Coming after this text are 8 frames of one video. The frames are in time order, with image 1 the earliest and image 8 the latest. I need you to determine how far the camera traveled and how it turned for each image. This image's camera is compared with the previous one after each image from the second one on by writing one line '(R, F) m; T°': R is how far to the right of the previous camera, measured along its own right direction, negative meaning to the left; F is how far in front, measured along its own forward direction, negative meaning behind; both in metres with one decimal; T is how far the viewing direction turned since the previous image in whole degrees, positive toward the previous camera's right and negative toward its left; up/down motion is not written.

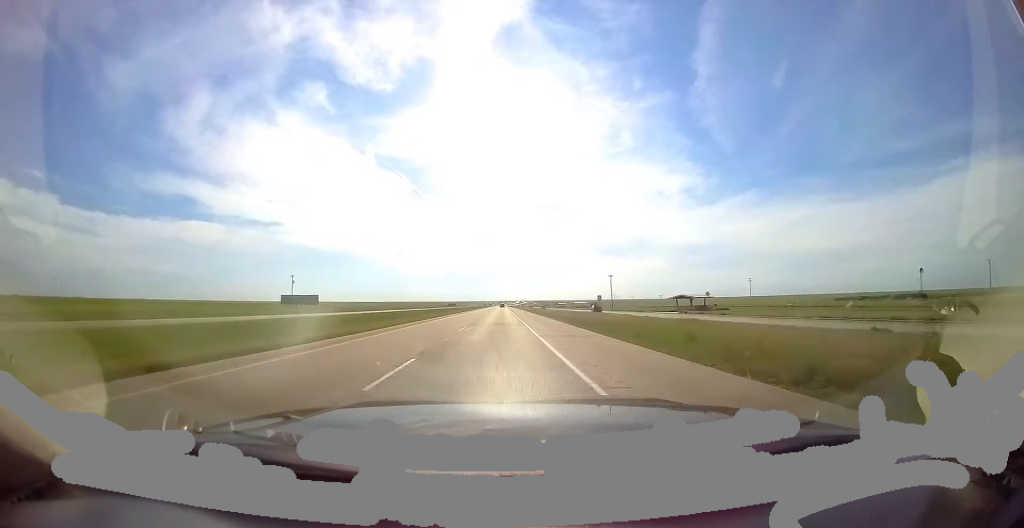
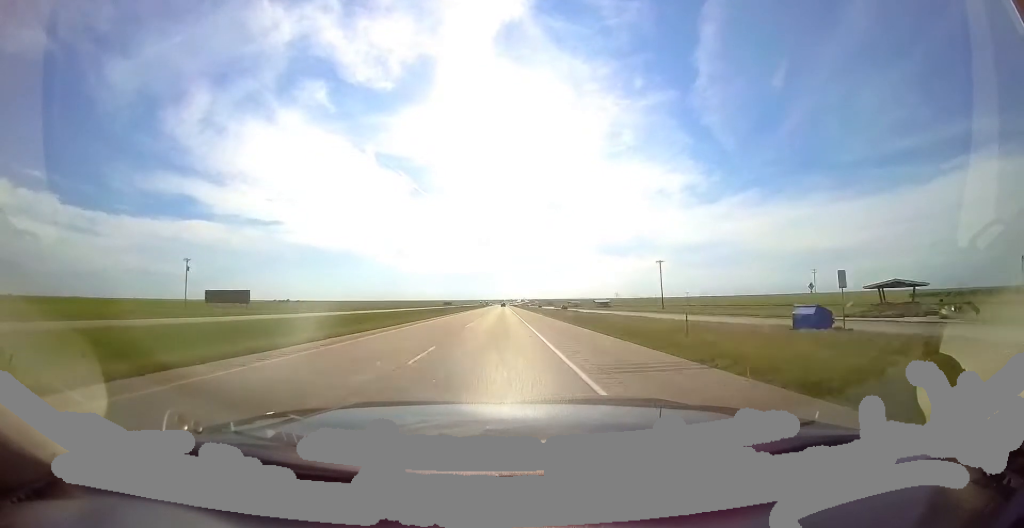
(-0.1, +37.9) m; 0°
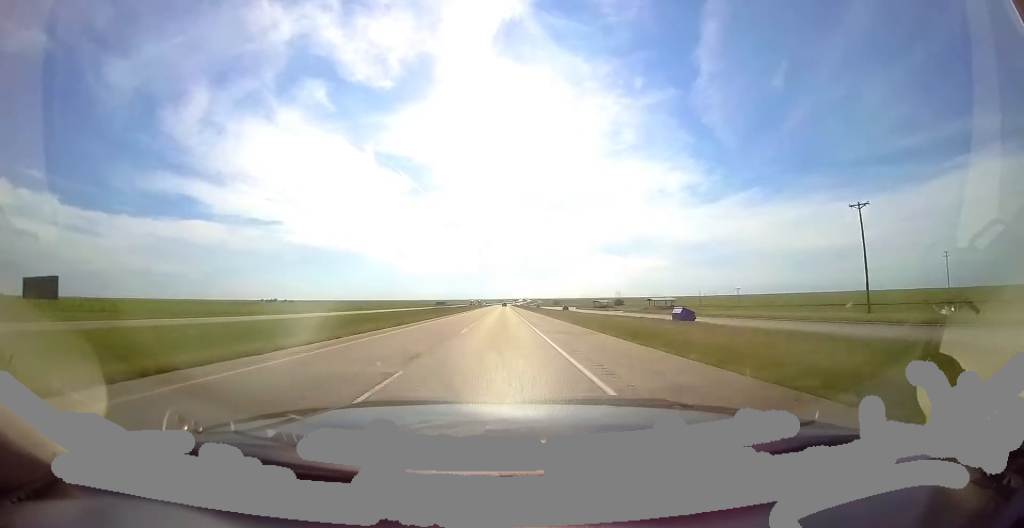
(-0.5, +52.2) m; 0°
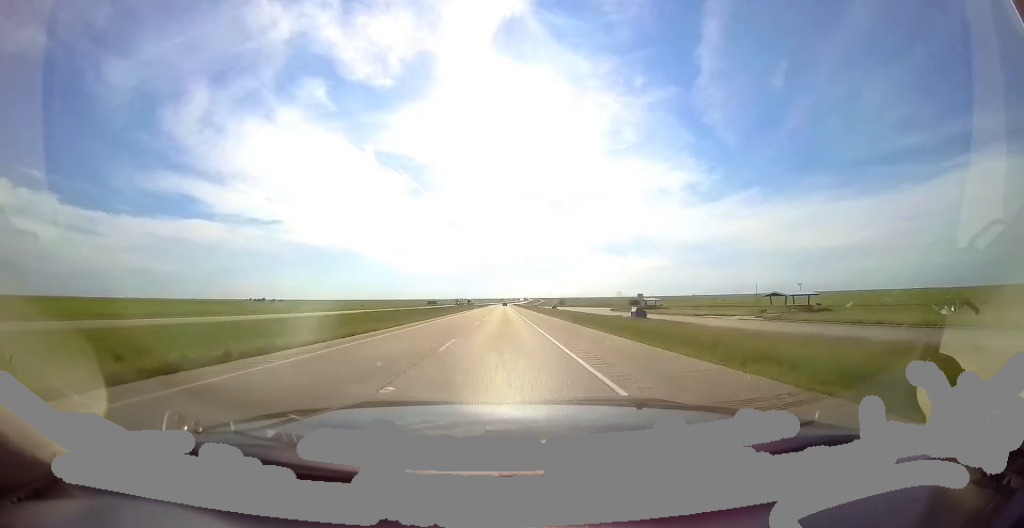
(+0.2, +42.7) m; 0°
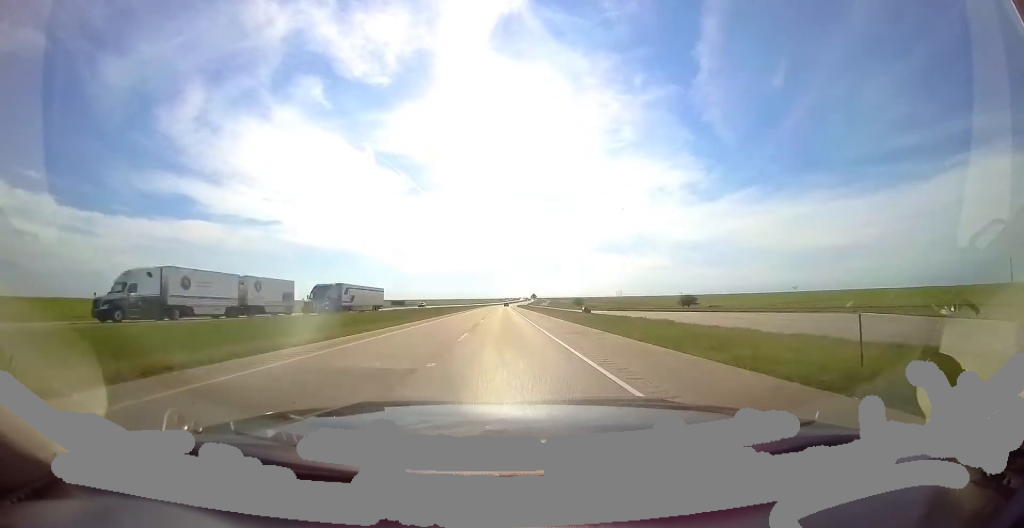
(+0.5, +94.7) m; +1°
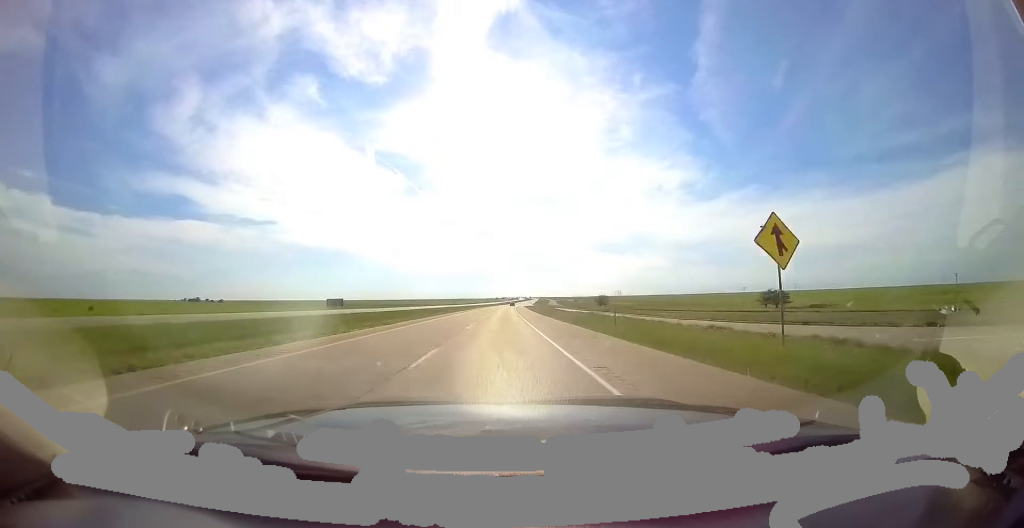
(+0.9, +78.0) m; +1°
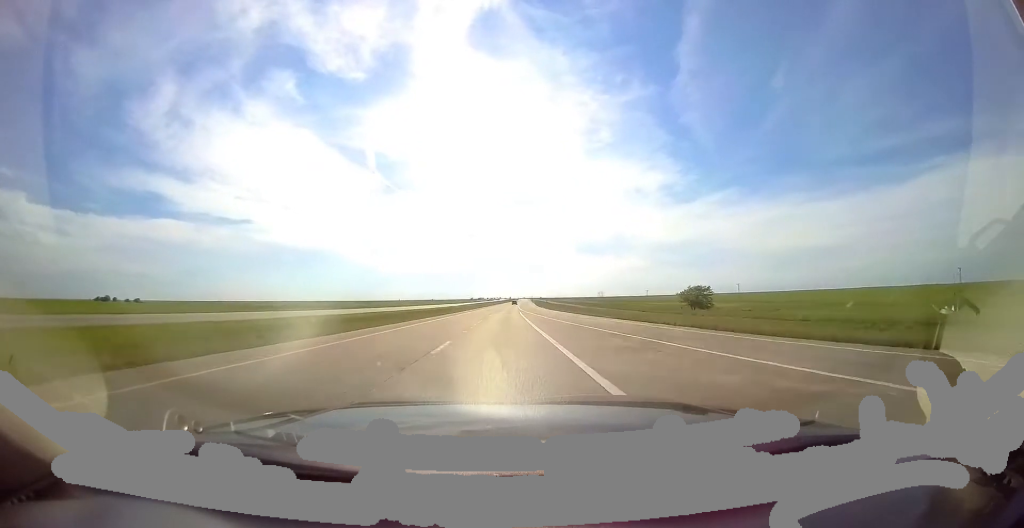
(+1.5, +130.3) m; +4°
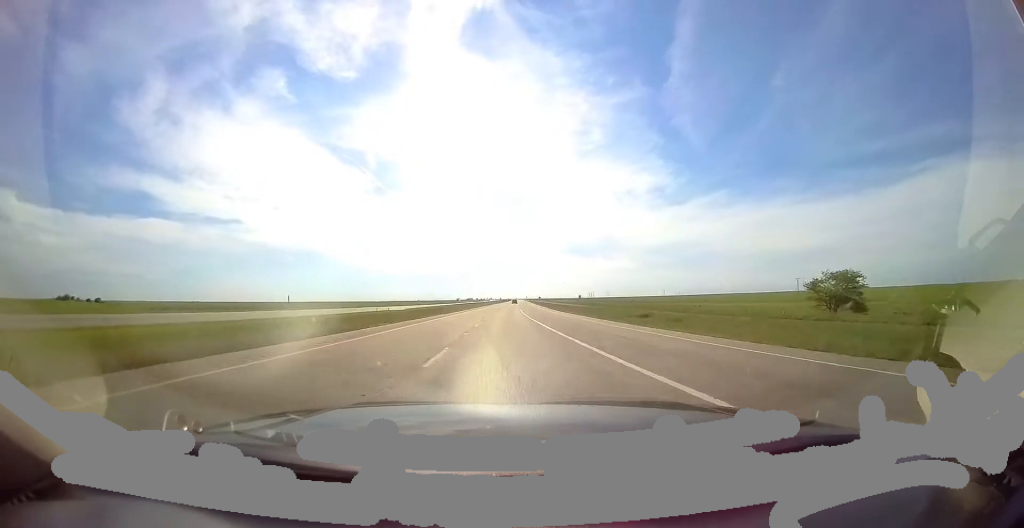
(+1.5, +49.9) m; +2°
